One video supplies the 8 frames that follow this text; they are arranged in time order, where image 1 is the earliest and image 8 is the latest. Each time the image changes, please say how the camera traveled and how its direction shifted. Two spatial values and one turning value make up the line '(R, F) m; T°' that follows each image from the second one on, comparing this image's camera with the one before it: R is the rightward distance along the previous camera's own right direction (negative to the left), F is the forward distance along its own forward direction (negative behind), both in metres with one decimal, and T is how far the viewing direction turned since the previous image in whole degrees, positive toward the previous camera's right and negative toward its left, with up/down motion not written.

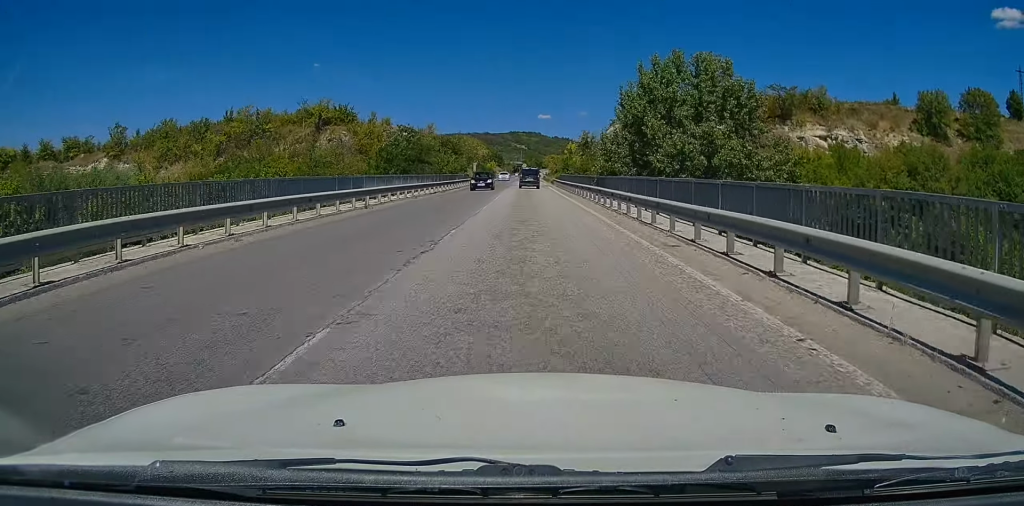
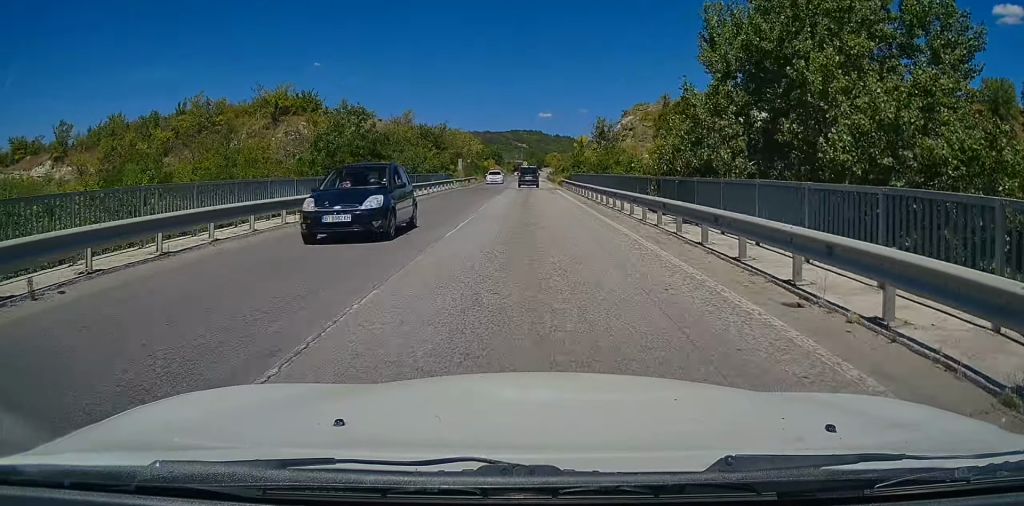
(0.0, +17.0) m; 0°
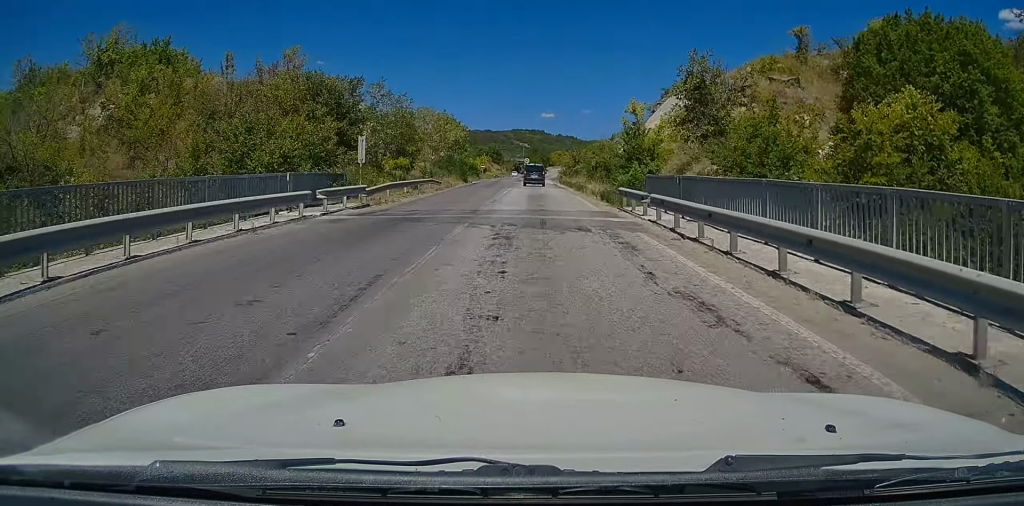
(+0.2, +39.3) m; 0°
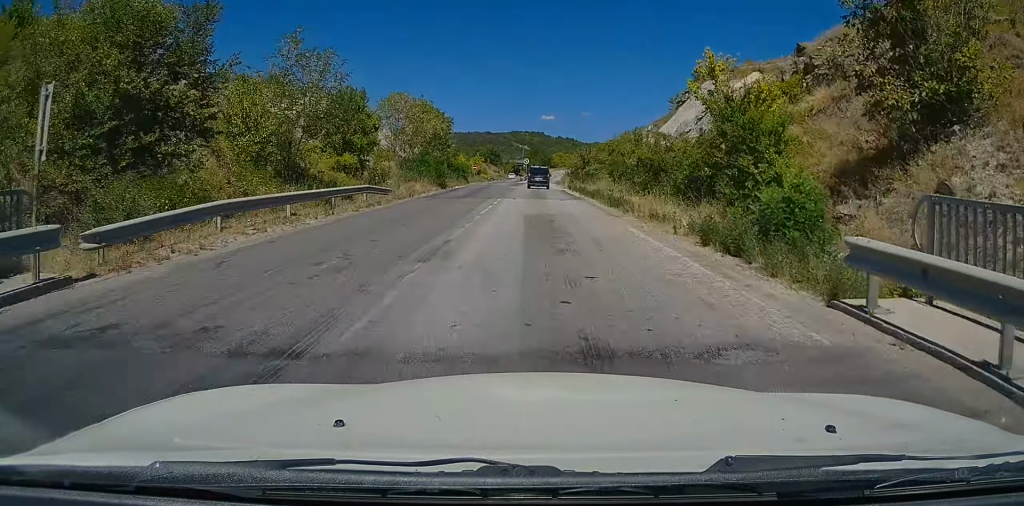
(0.0, +17.4) m; 0°
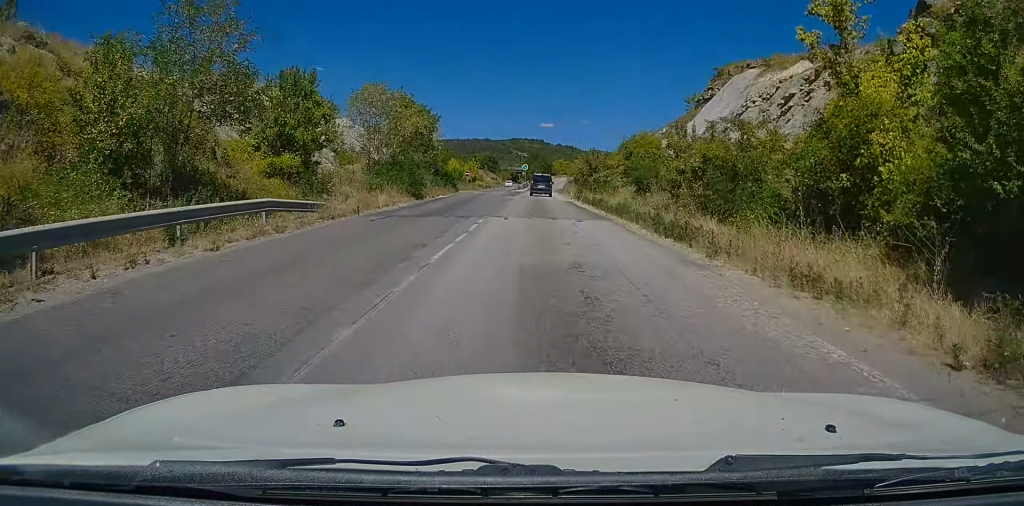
(-0.1, +10.1) m; 0°
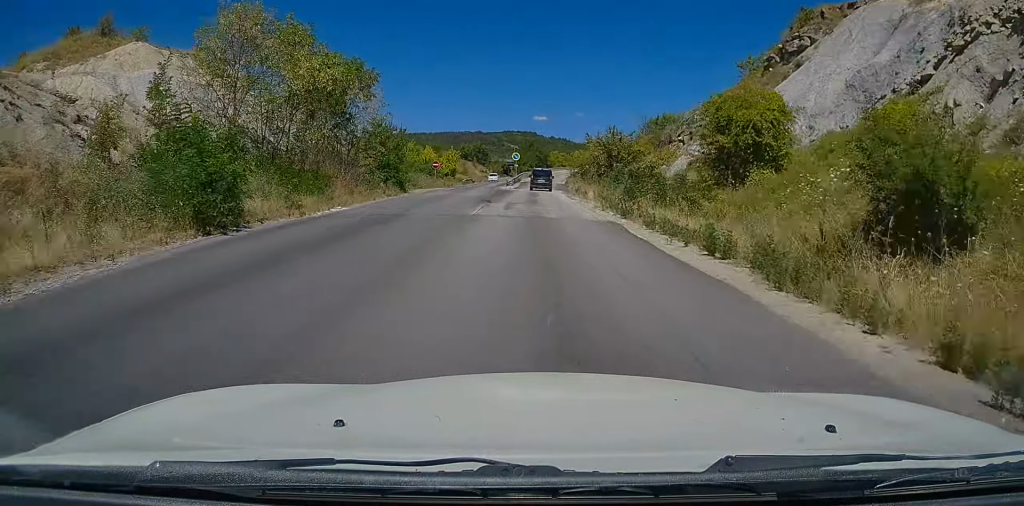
(+0.2, +23.2) m; +1°
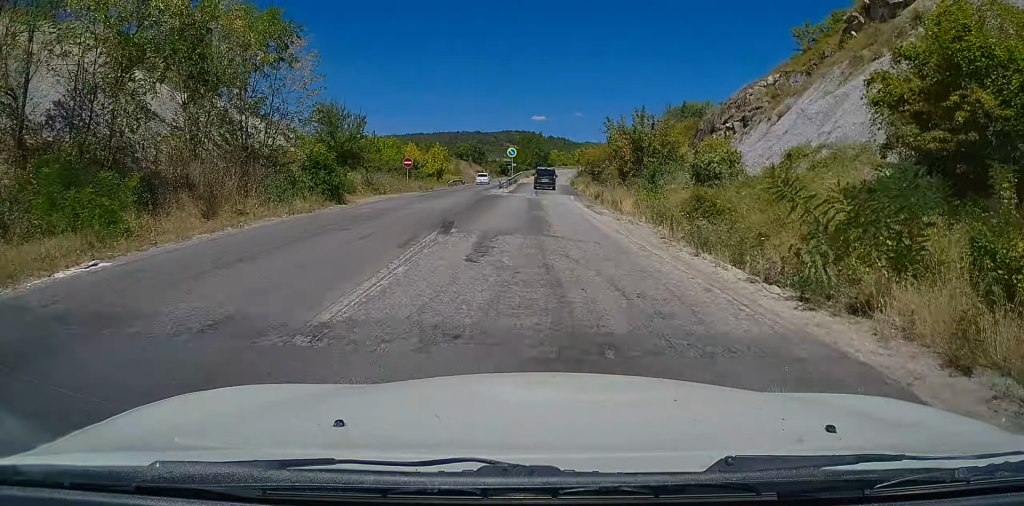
(0.0, +13.0) m; 0°
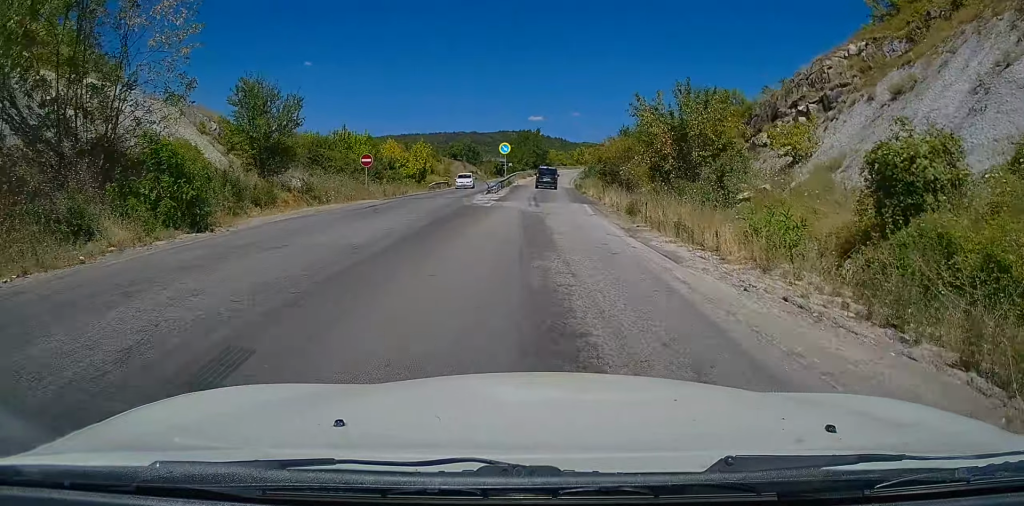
(0.0, +10.9) m; 0°
